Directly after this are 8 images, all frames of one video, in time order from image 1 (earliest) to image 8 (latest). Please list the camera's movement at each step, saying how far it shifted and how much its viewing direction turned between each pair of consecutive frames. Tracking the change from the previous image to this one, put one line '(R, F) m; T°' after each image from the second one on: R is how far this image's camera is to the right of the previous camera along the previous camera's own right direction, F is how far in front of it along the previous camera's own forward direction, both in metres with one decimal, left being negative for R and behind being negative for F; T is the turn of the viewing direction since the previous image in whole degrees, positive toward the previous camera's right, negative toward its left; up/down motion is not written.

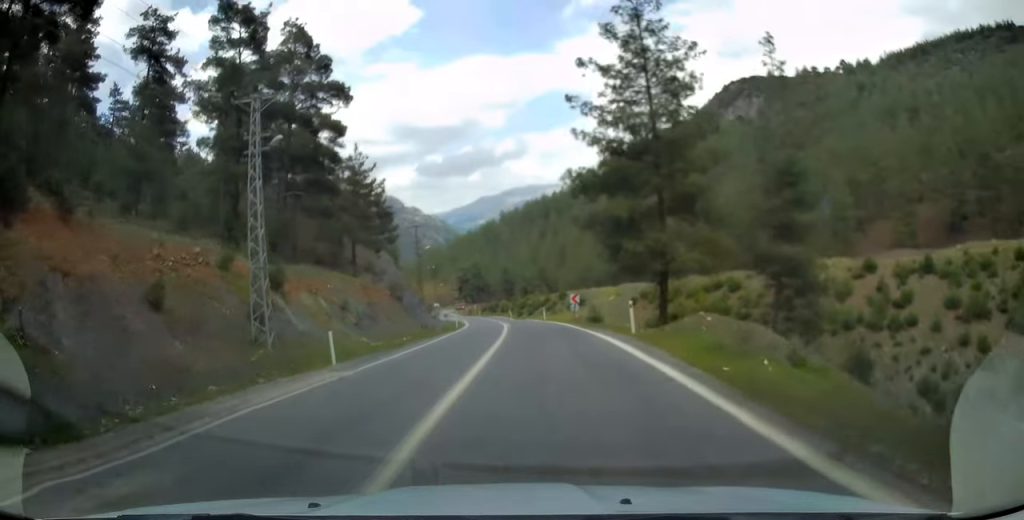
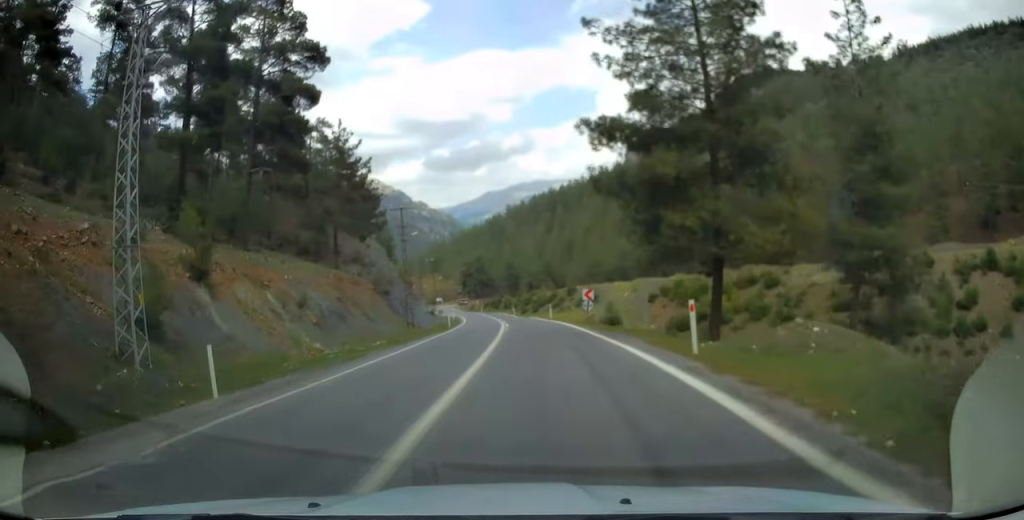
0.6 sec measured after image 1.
(0.0, +7.9) m; 0°
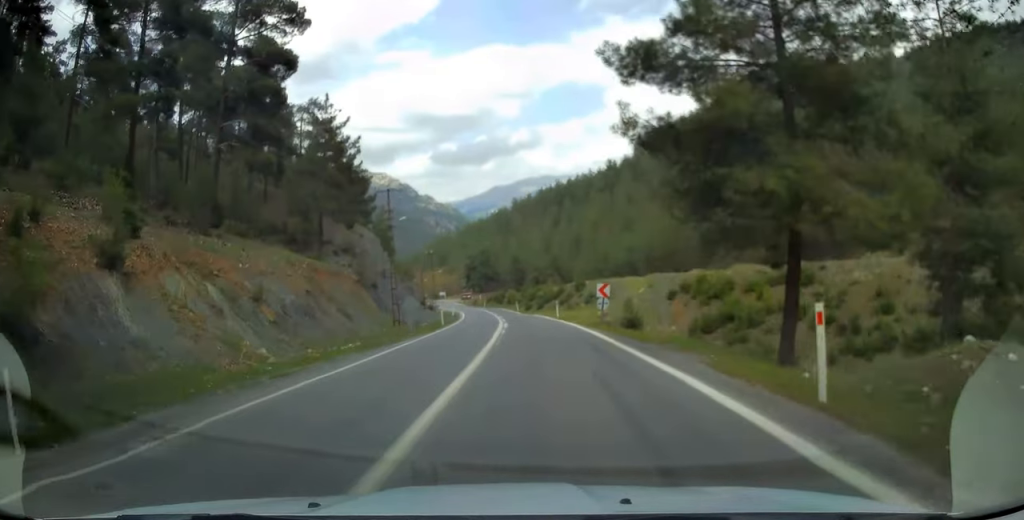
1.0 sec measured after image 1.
(0.0, +5.7) m; 0°
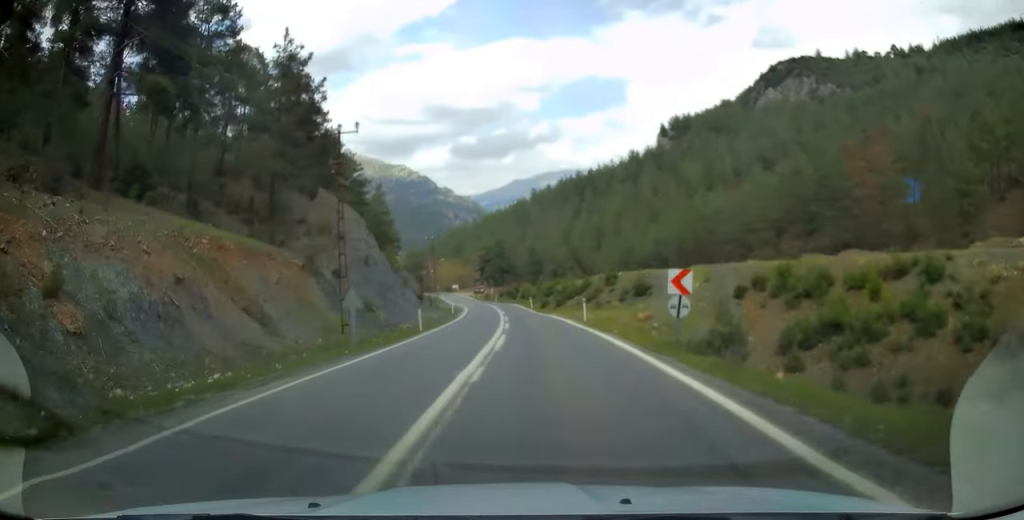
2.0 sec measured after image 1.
(+0.1, +13.2) m; -2°
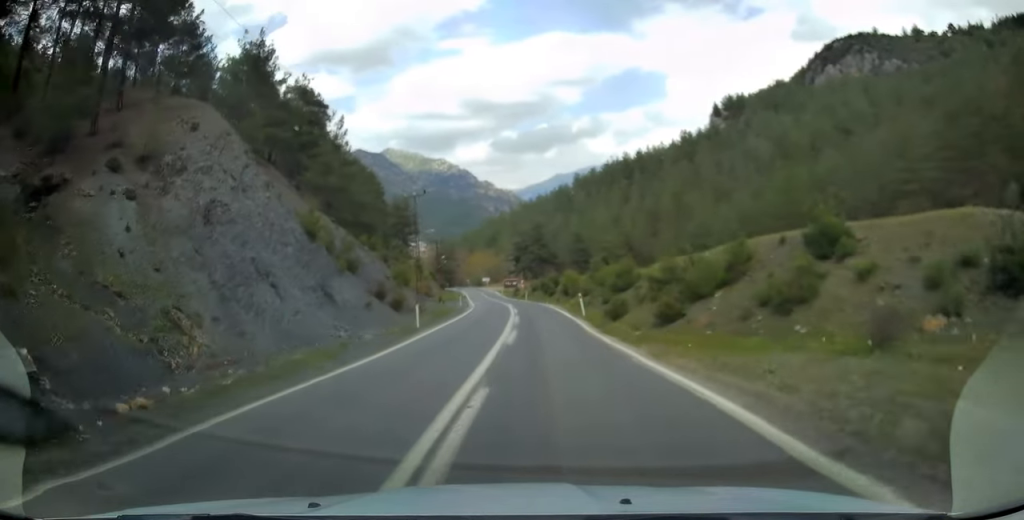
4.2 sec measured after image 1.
(-1.5, +31.0) m; -5°
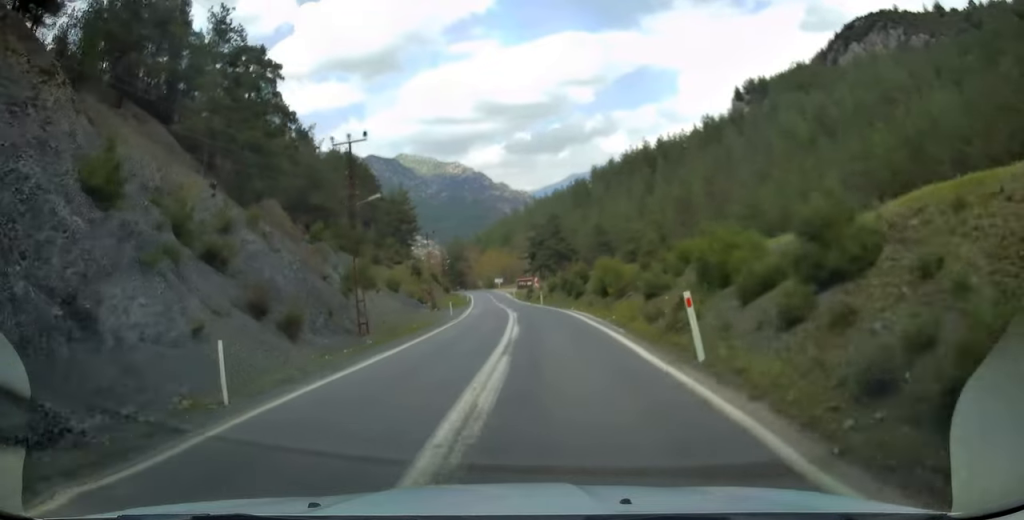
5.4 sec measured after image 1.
(-0.4, +19.0) m; -2°
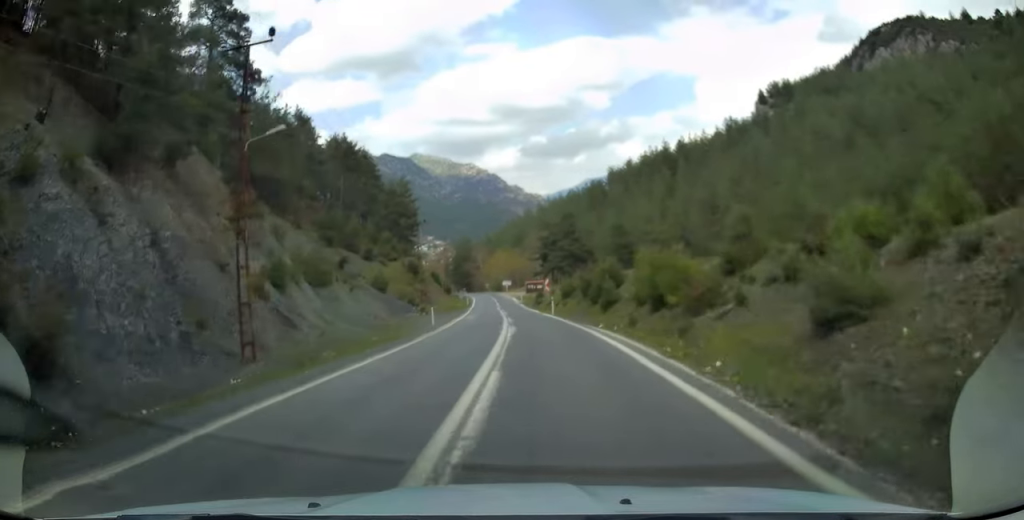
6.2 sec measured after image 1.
(-0.1, +12.4) m; -1°
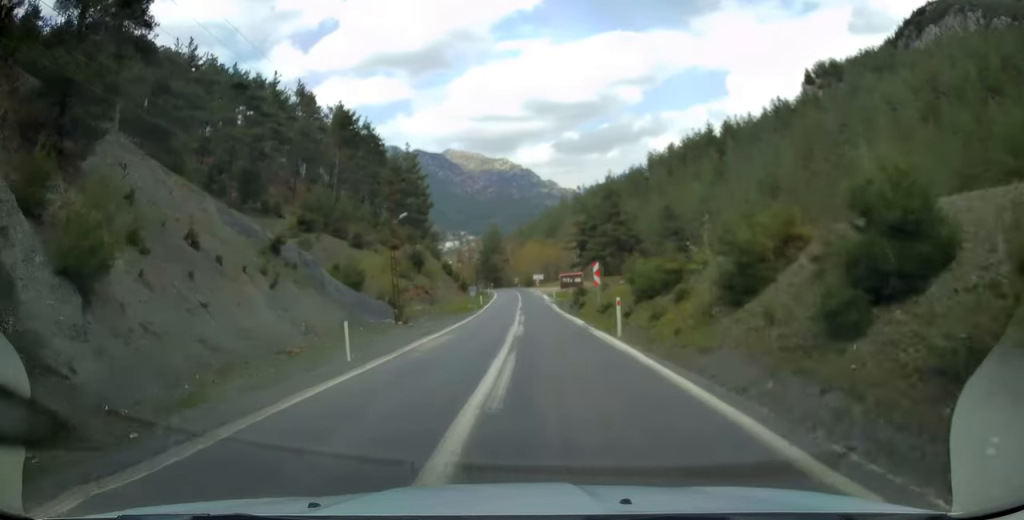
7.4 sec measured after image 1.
(-0.4, +21.1) m; -3°
